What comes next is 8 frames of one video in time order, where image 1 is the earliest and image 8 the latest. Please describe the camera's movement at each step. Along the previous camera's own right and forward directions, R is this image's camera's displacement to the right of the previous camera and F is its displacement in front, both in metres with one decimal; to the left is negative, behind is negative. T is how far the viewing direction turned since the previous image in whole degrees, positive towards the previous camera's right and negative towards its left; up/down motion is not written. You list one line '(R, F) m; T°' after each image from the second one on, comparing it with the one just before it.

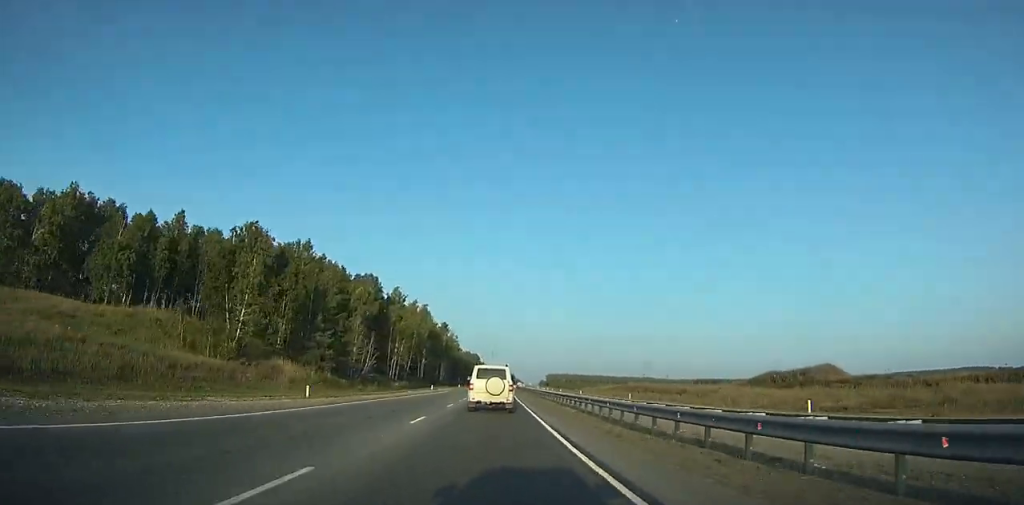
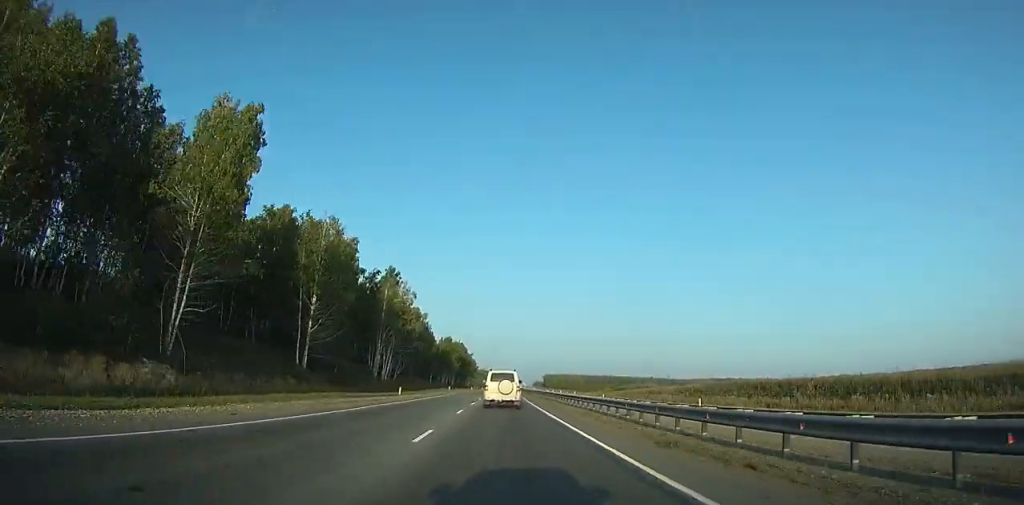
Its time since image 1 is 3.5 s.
(+0.6, +70.7) m; +1°
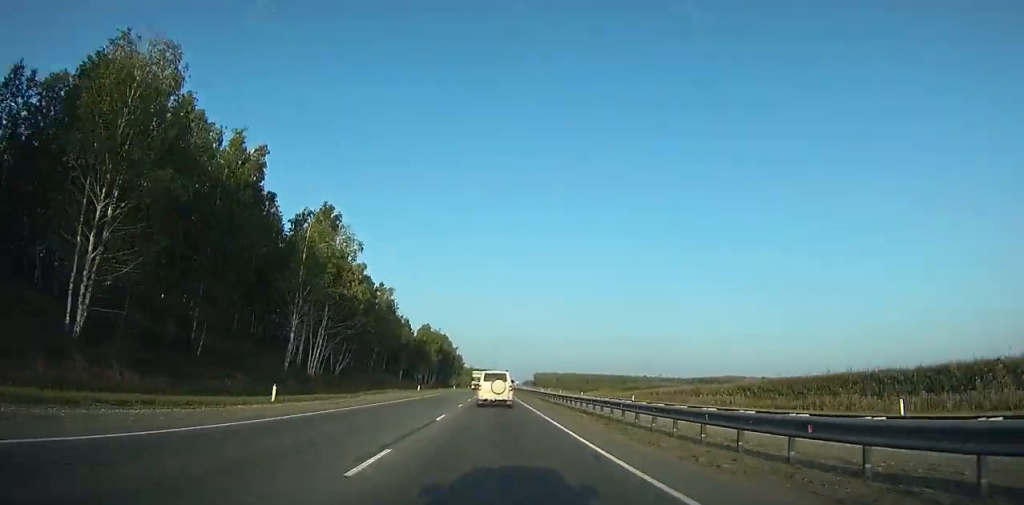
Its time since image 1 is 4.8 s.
(+0.2, +26.0) m; 0°
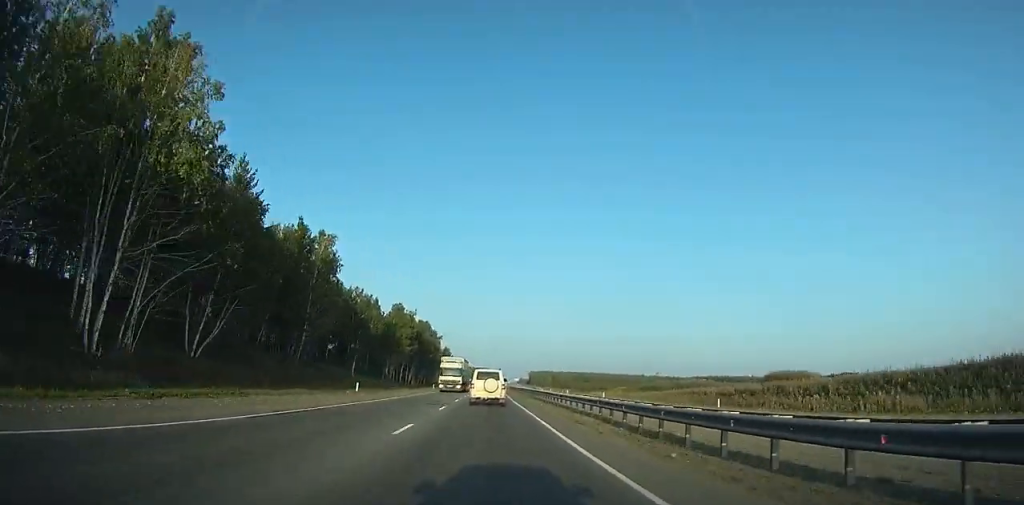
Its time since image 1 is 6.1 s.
(+0.1, +26.6) m; 0°
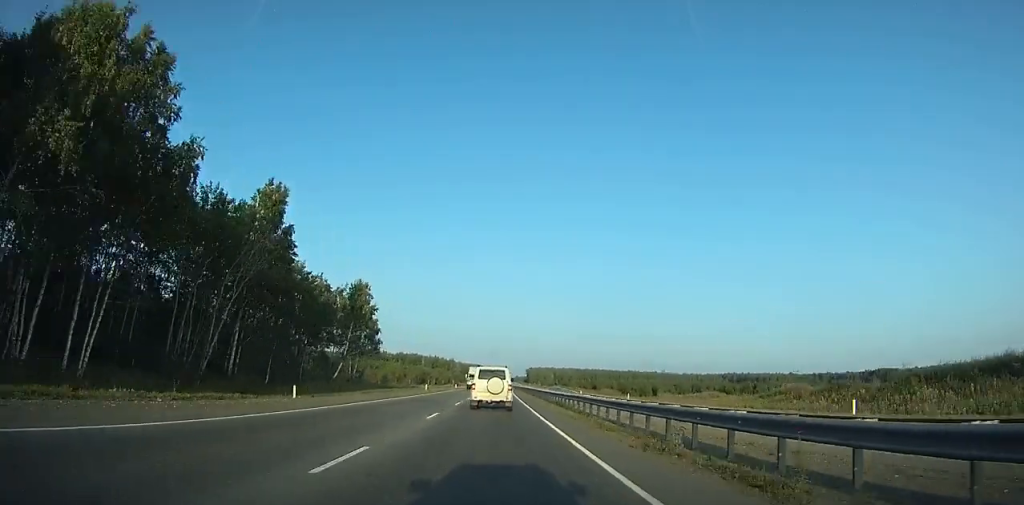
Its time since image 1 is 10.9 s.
(+0.5, +107.2) m; +1°
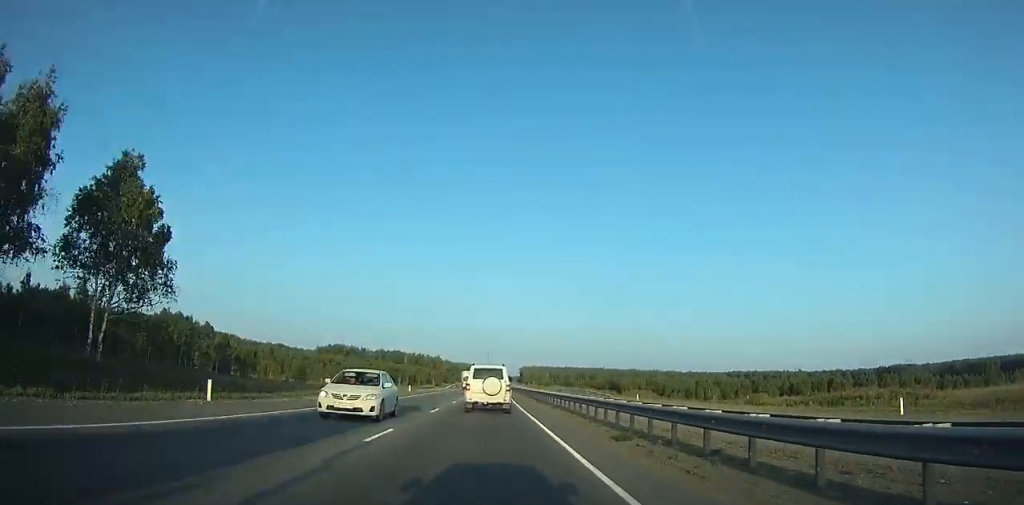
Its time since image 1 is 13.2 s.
(+0.5, +55.4) m; +1°
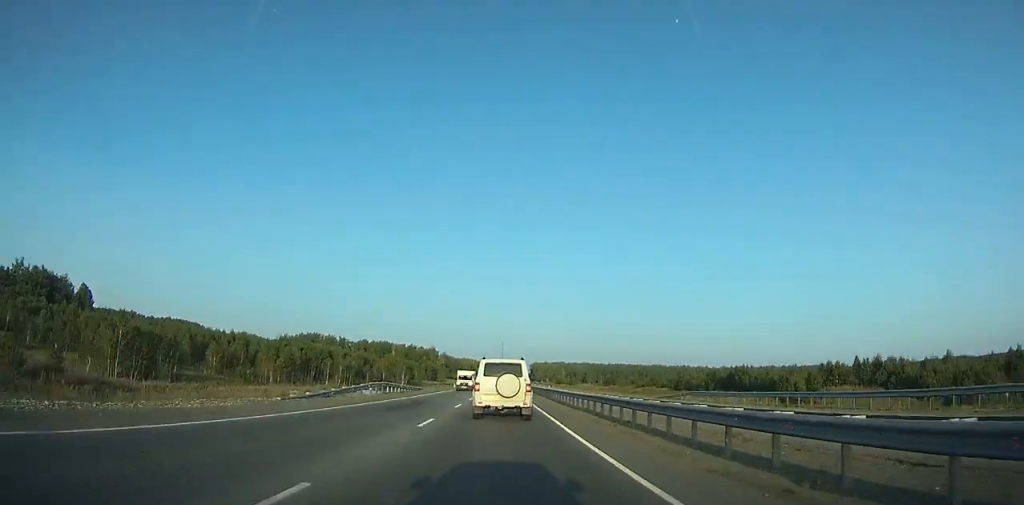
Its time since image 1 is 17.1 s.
(+0.6, +96.0) m; +1°
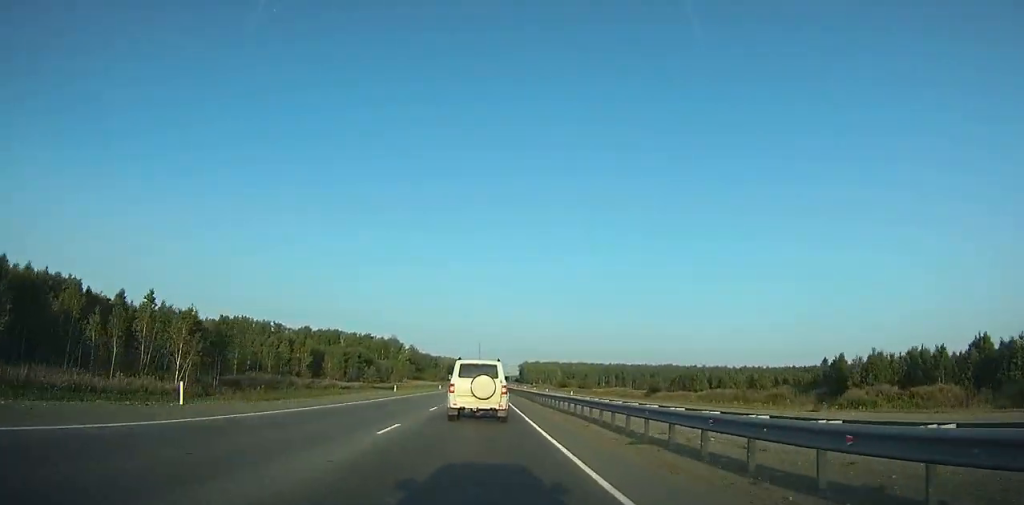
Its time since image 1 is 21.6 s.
(+0.7, +101.1) m; +1°
